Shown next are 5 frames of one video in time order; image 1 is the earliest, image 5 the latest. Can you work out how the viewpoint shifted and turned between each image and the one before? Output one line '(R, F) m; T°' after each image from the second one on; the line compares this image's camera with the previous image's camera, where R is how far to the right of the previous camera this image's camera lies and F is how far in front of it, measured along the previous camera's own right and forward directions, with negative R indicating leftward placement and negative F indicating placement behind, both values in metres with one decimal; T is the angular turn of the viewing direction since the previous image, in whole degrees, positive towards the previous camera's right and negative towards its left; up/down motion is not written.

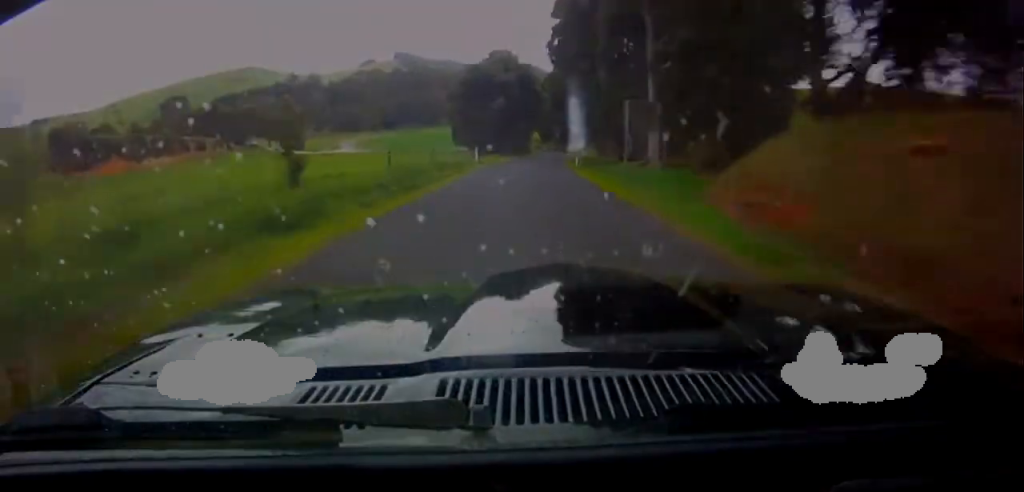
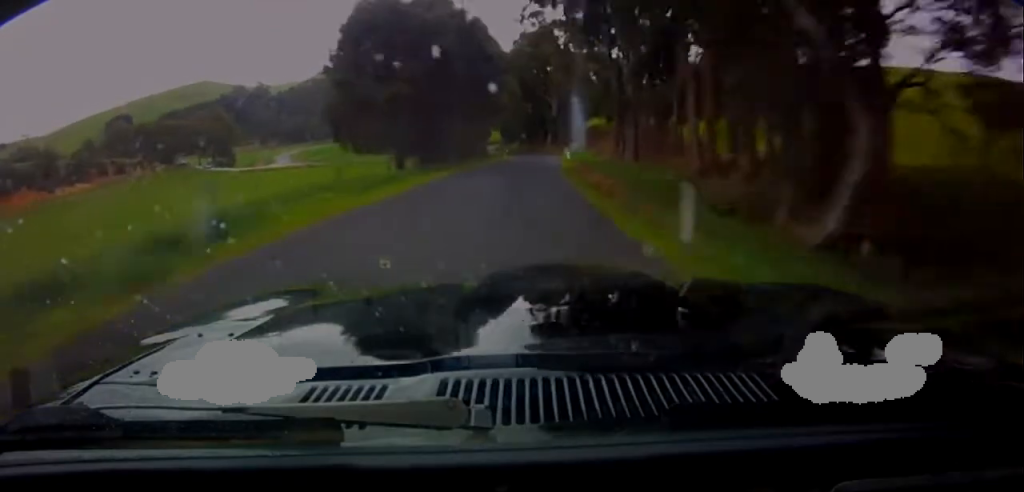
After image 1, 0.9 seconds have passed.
(-3.1, +34.0) m; -6°
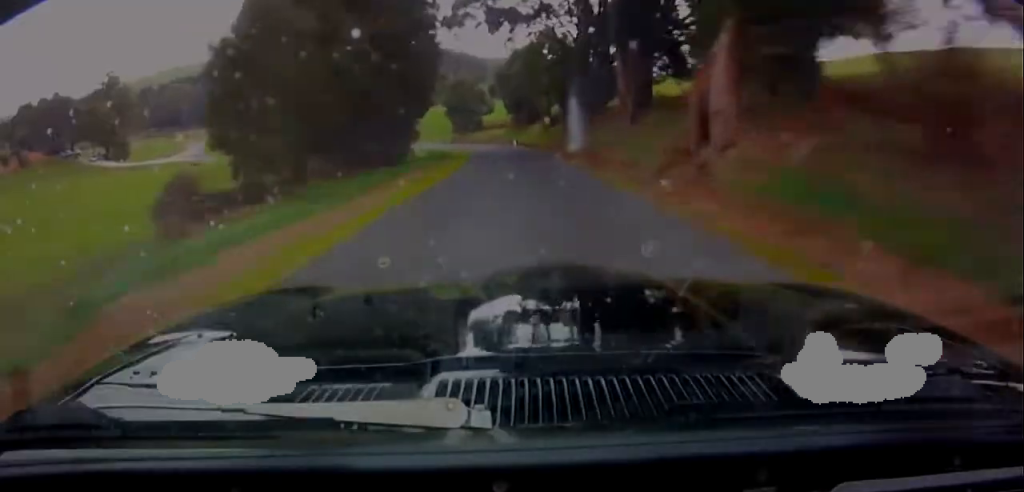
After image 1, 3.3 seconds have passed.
(-5.2, +90.5) m; -6°
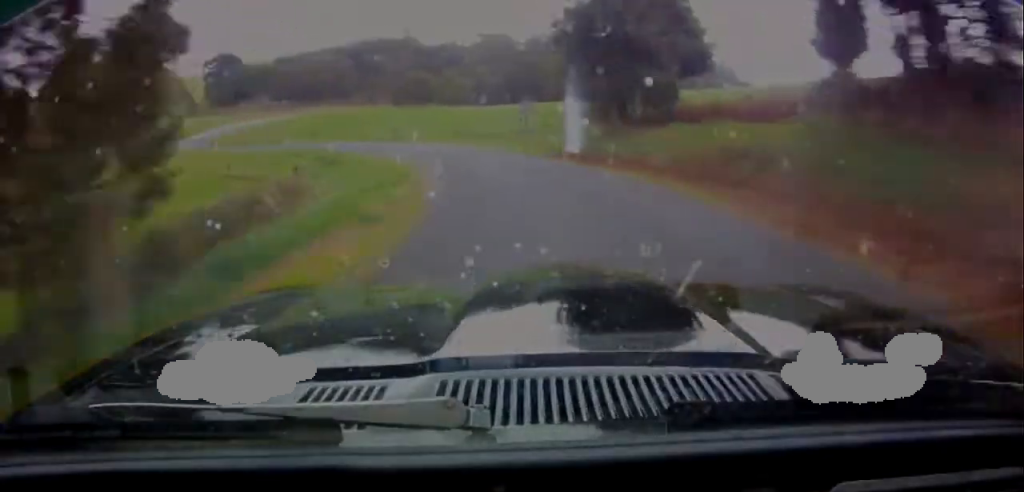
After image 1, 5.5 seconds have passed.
(-3.1, +63.5) m; -10°
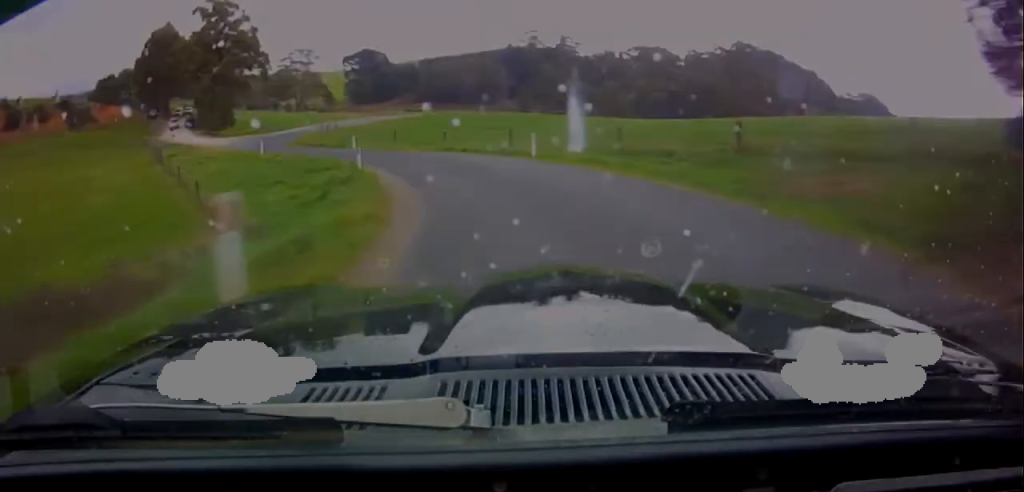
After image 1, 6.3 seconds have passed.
(-1.2, +21.6) m; -13°
